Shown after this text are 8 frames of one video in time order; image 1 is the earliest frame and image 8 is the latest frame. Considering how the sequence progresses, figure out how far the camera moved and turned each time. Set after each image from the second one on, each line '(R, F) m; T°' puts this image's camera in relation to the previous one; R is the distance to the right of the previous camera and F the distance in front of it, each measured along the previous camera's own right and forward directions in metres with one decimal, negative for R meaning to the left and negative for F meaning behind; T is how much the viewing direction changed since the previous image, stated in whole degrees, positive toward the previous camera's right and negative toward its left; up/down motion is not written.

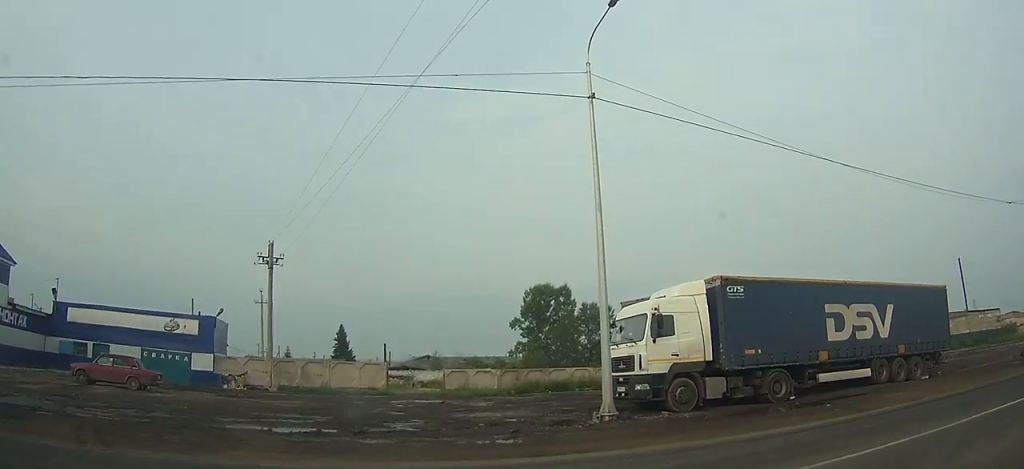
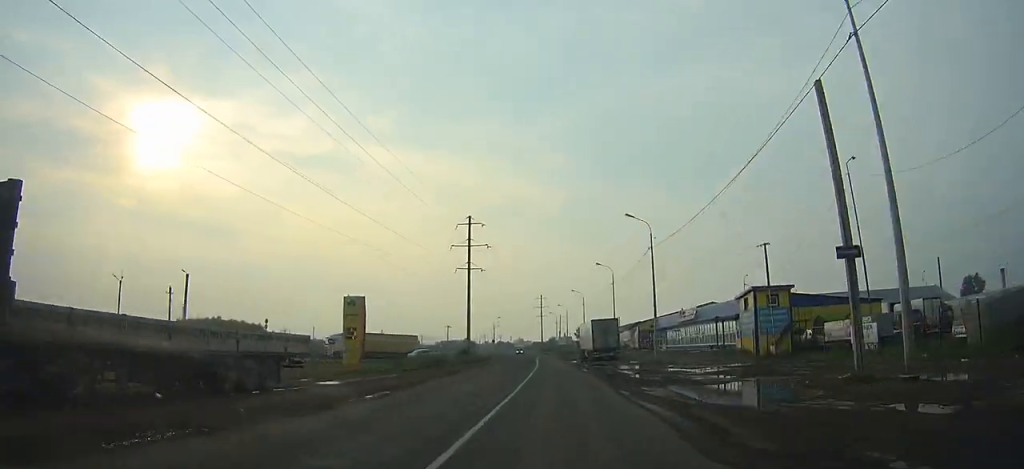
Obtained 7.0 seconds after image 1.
(-9.5, +42.8) m; -17°
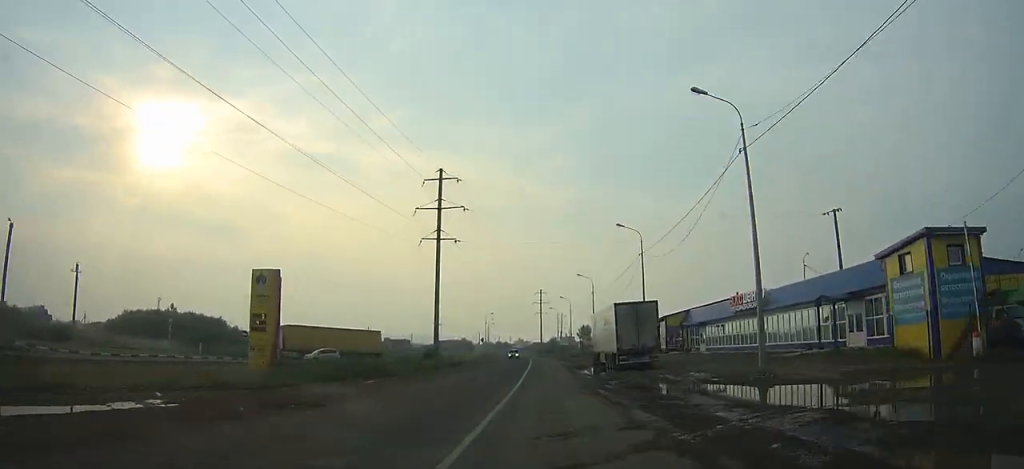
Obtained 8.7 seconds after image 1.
(-0.2, +21.1) m; -1°
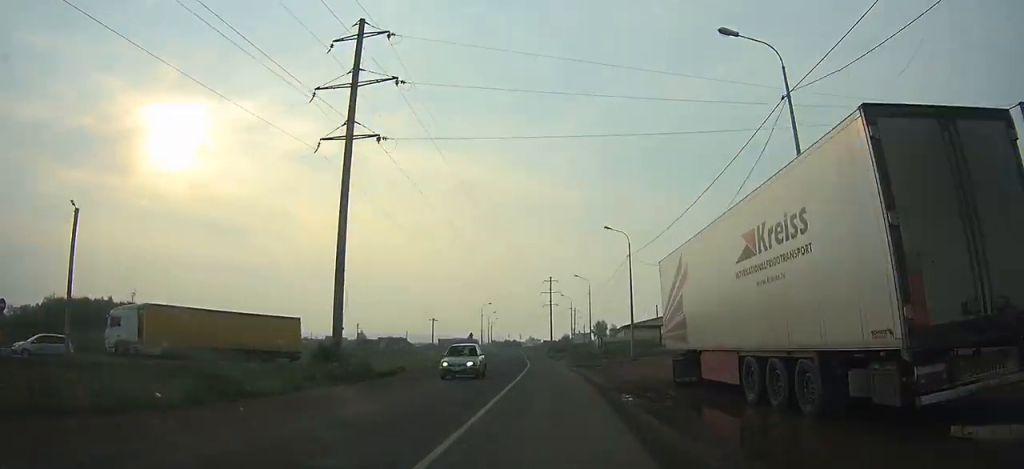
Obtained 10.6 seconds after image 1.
(-0.2, +25.2) m; -1°
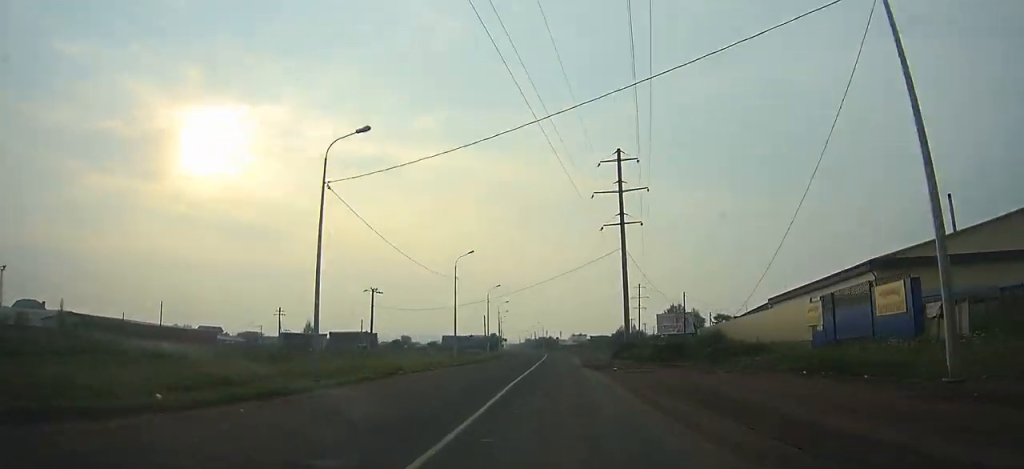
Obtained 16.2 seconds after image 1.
(-2.8, +89.8) m; -3°
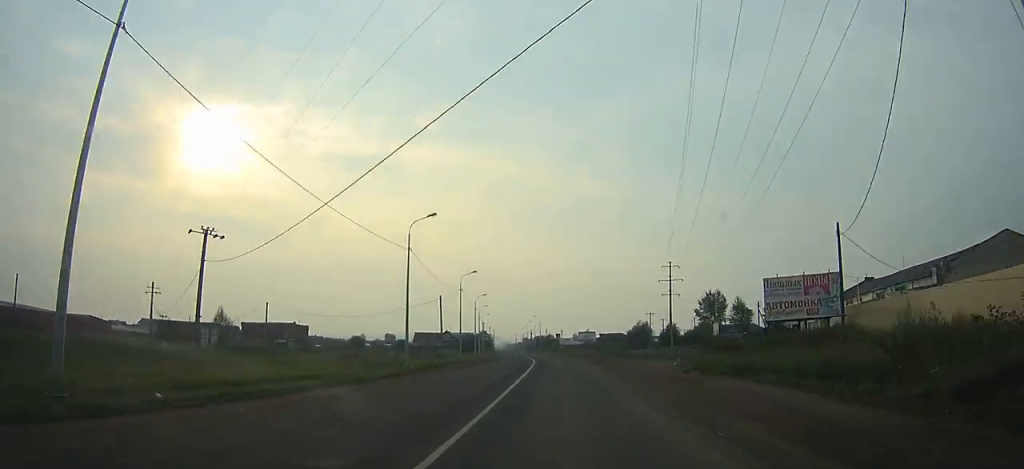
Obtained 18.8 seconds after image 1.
(-0.3, +48.1) m; -1°
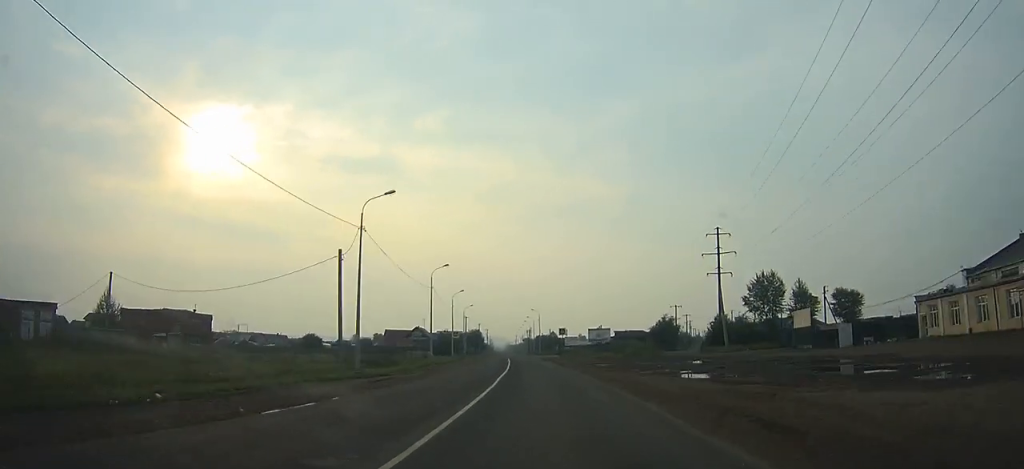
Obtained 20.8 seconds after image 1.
(-0.5, +37.2) m; -2°
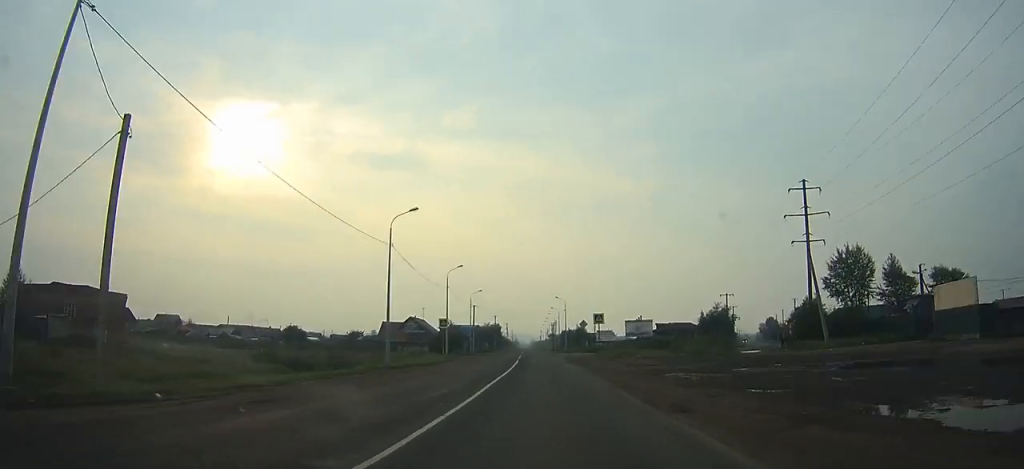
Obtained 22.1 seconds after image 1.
(+0.2, +24.1) m; -1°
